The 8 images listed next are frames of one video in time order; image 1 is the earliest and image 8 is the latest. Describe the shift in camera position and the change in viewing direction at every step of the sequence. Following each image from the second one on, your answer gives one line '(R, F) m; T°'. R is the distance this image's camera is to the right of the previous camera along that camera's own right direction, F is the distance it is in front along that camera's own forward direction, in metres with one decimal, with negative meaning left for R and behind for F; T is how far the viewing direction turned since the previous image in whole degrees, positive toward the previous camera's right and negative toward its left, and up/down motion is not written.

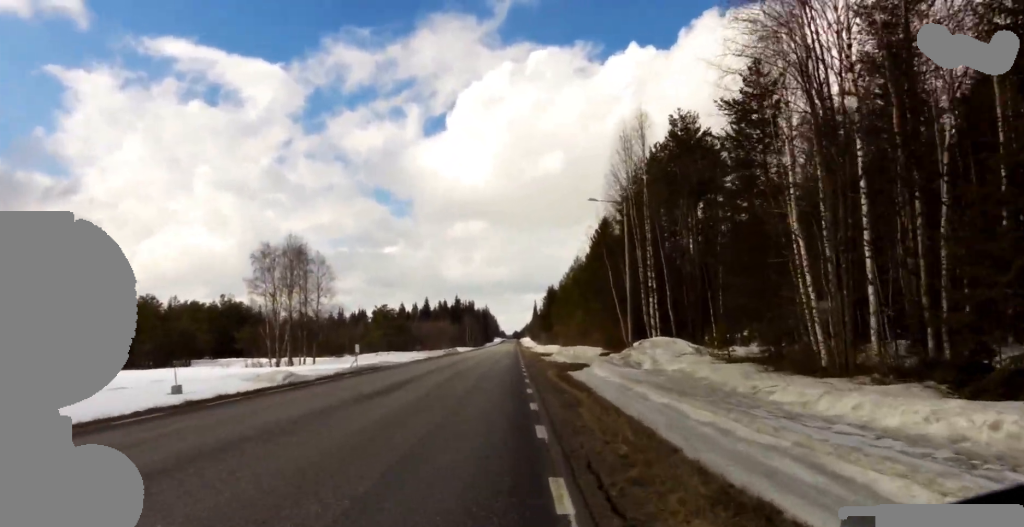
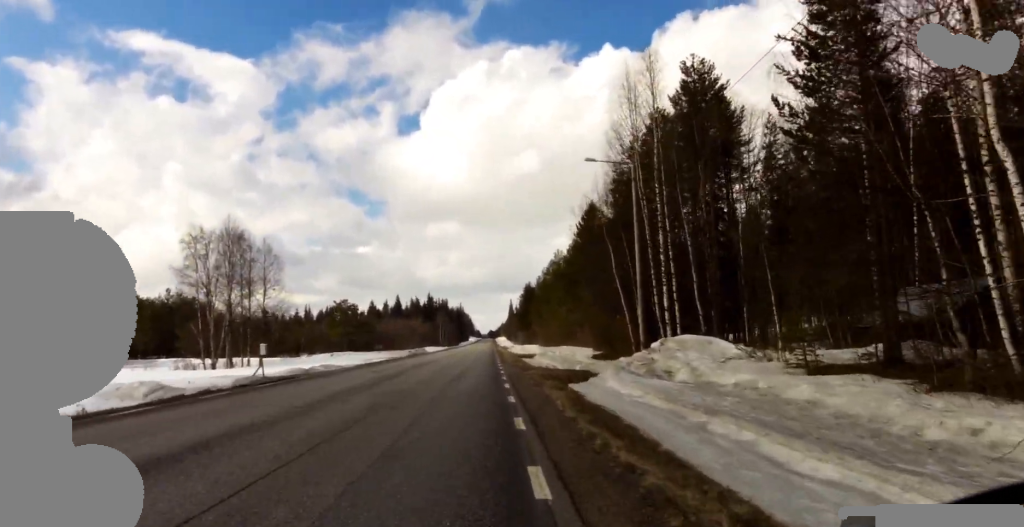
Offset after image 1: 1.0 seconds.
(+0.1, +8.4) m; 0°
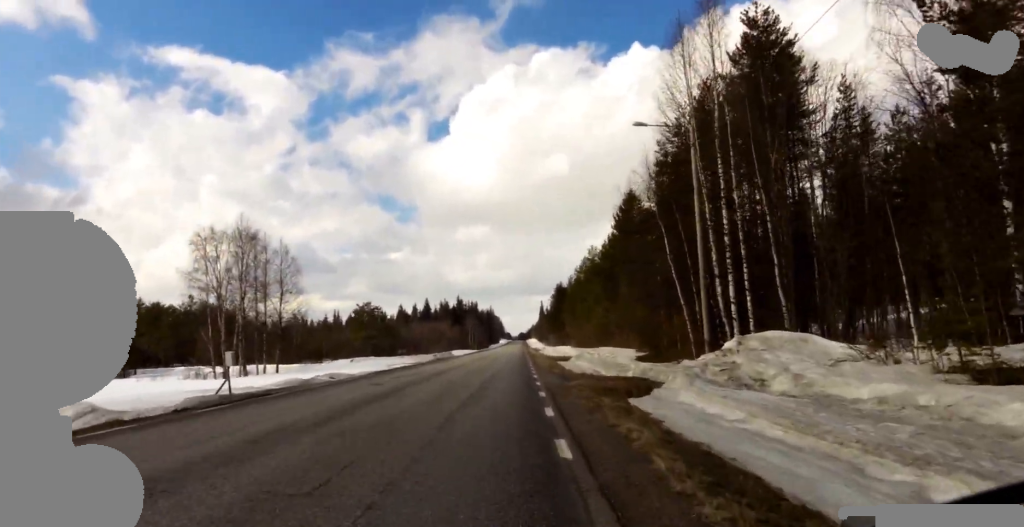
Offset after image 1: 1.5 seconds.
(-0.1, +4.6) m; -1°
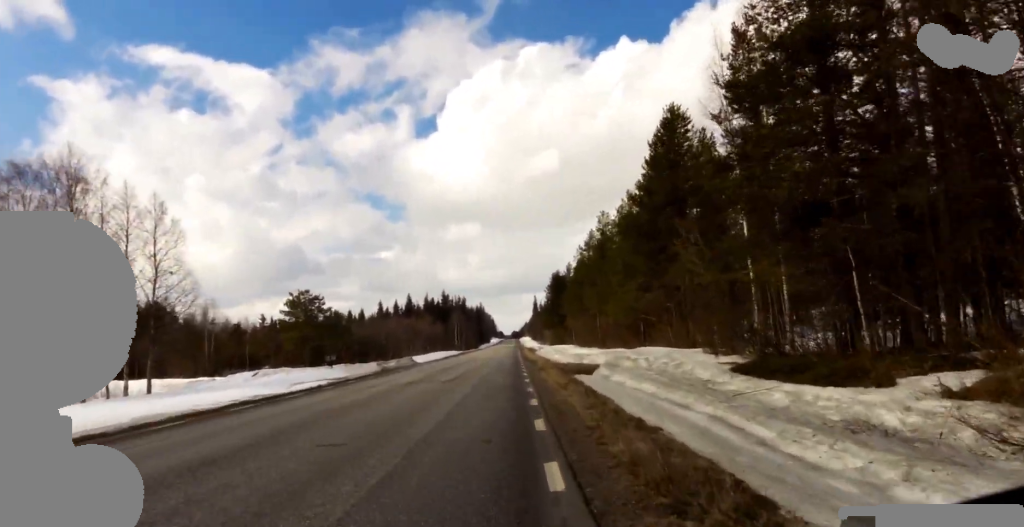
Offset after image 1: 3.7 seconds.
(-0.1, +18.9) m; 0°
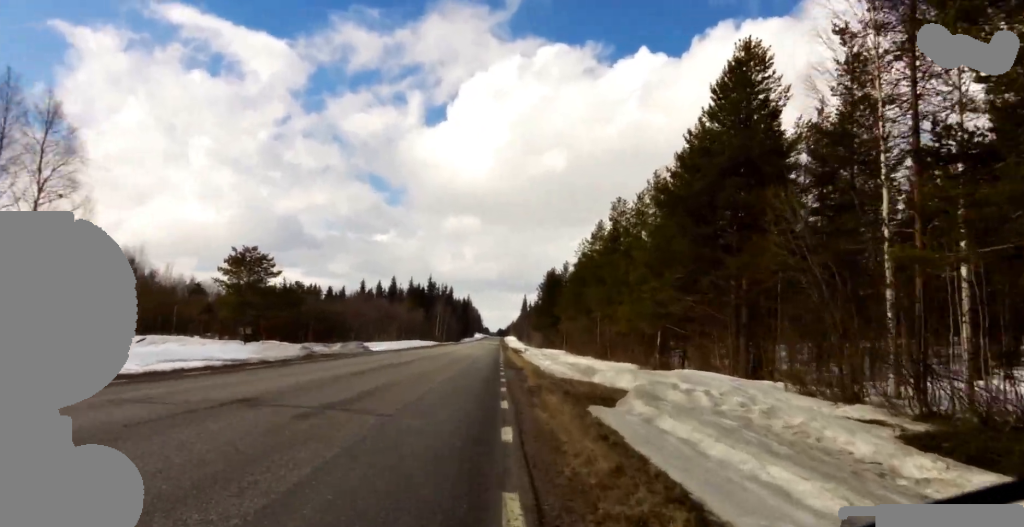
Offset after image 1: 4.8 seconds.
(+0.1, +9.8) m; +1°
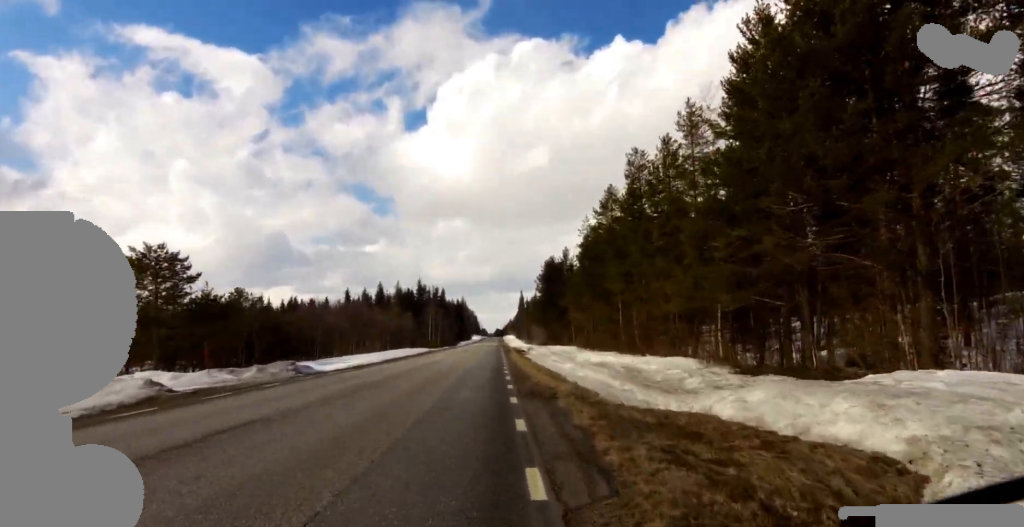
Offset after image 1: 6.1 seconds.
(-0.1, +11.1) m; -1°
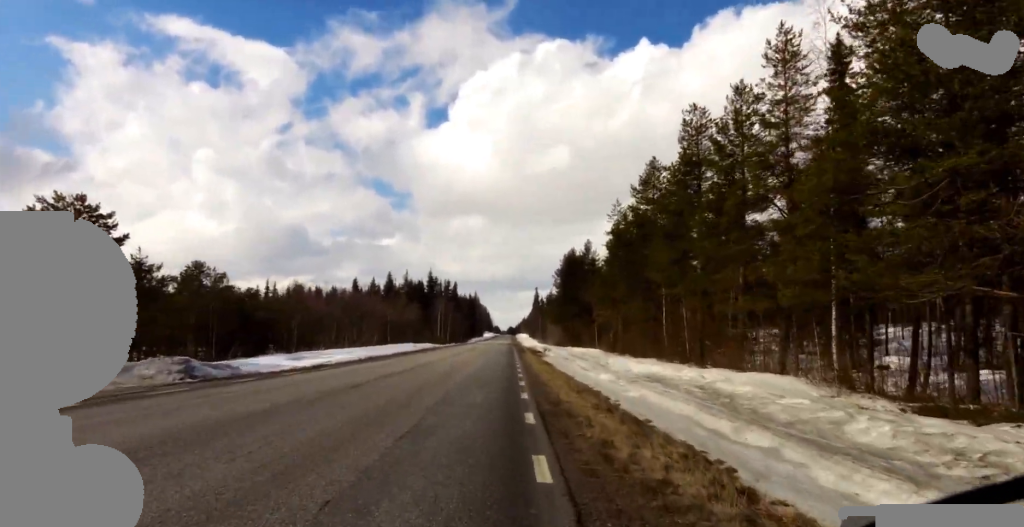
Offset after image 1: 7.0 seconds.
(-0.1, +8.6) m; -1°
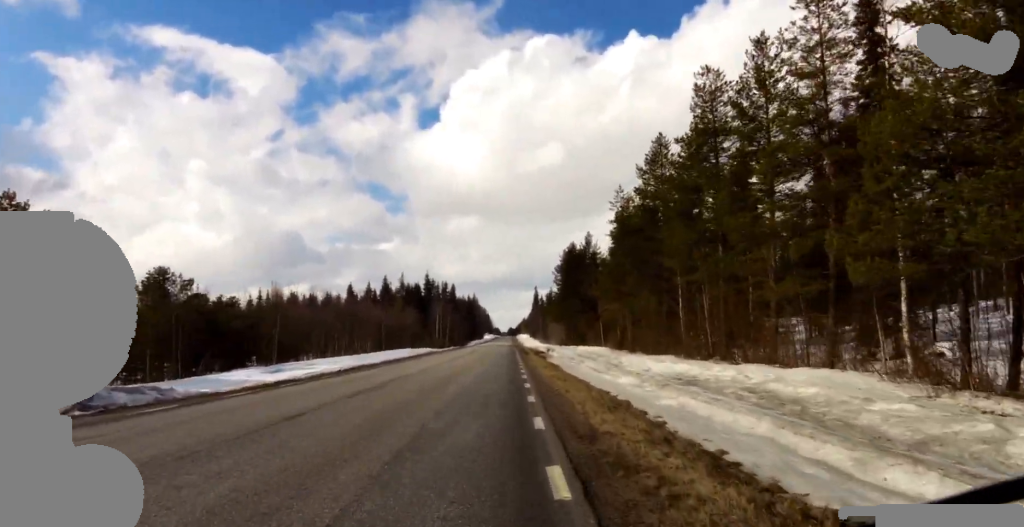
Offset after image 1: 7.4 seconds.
(-0.1, +3.6) m; +1°
